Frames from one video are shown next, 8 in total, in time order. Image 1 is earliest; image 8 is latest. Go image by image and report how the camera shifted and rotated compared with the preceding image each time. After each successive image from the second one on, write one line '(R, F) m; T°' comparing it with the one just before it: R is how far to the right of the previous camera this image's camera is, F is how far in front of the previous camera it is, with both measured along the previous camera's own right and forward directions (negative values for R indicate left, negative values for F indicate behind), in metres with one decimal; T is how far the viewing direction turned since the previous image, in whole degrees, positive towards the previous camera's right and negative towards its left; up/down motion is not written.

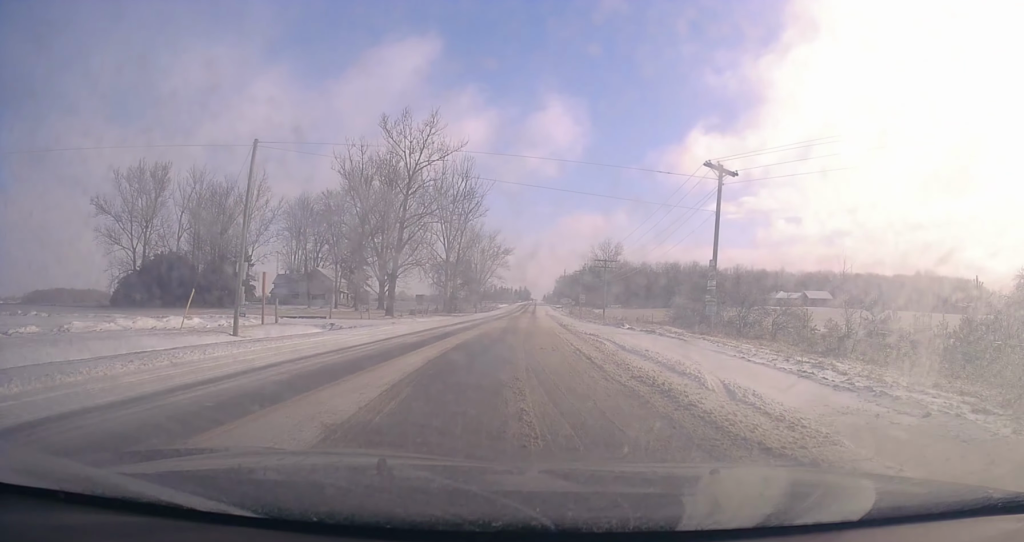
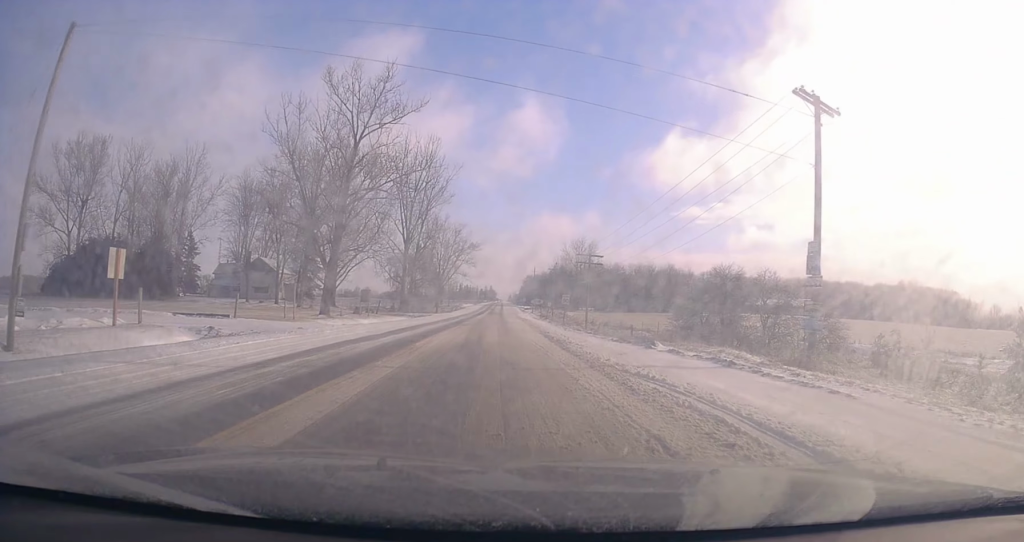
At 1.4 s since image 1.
(+0.7, +11.3) m; +2°
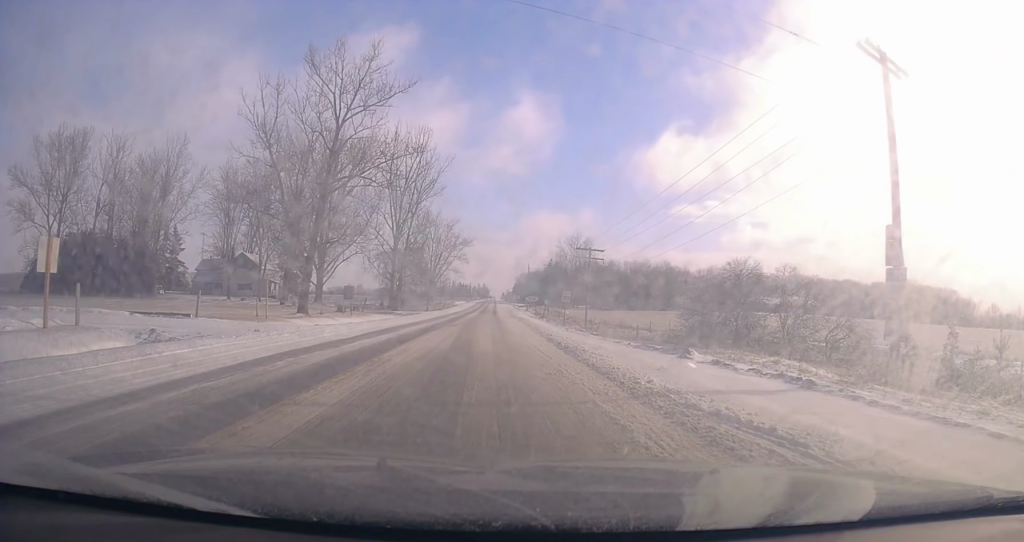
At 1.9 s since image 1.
(-0.2, +3.7) m; 0°
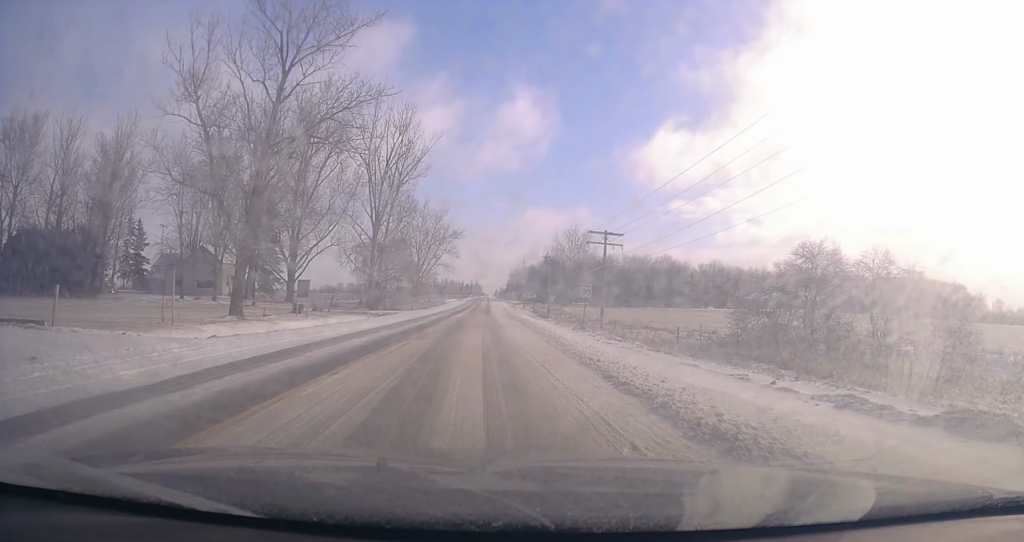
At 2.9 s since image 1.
(+0.5, +11.0) m; -1°
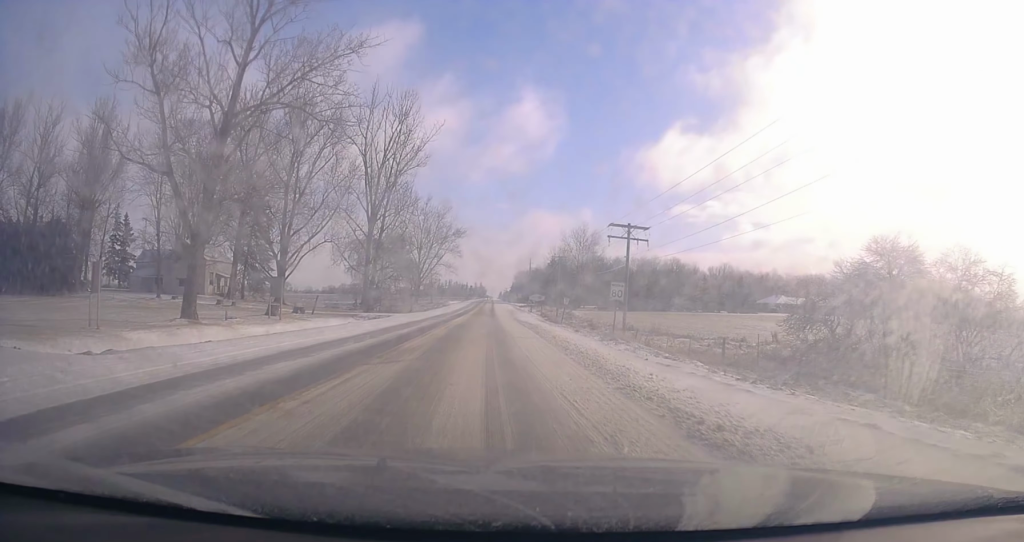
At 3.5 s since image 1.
(-0.4, +6.6) m; 0°
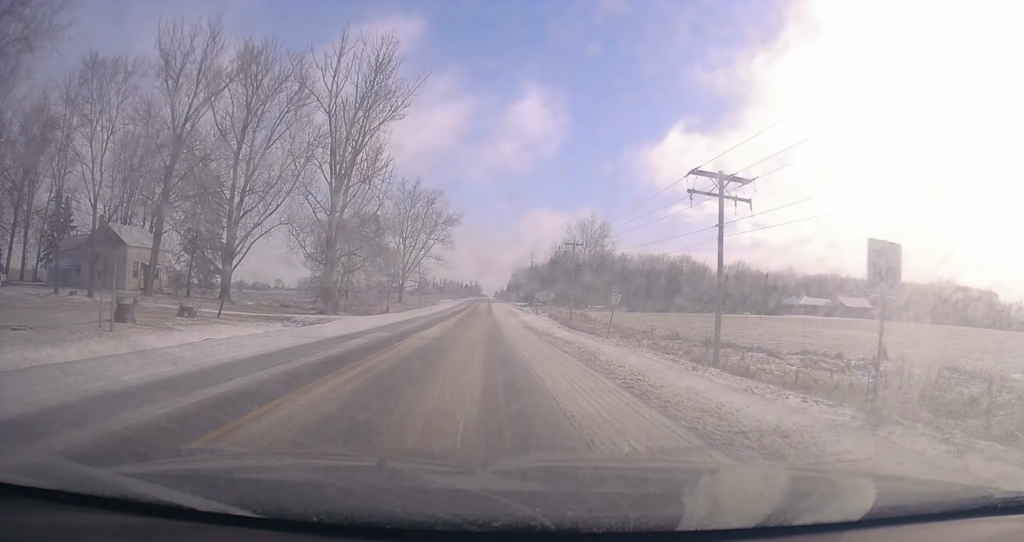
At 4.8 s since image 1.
(+0.6, +17.0) m; +1°
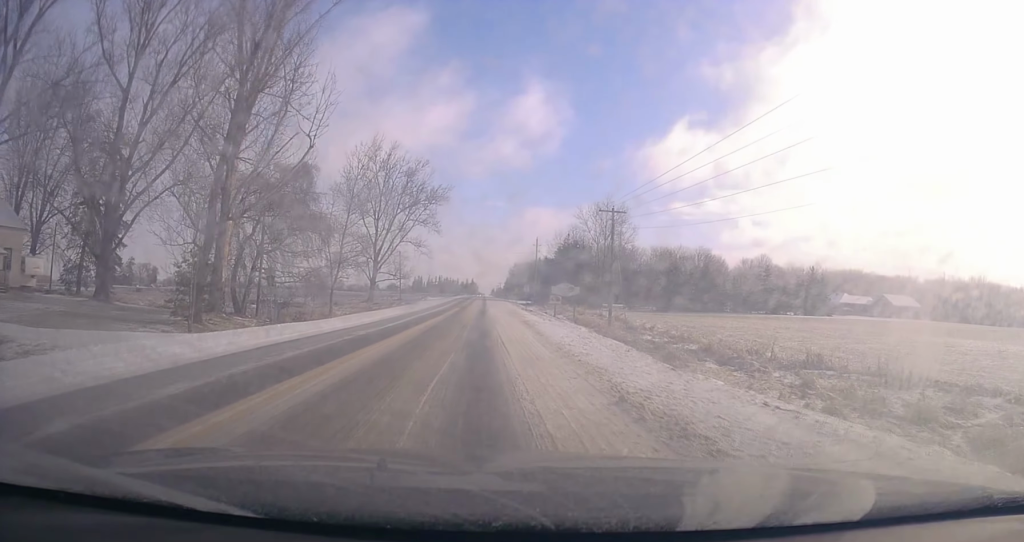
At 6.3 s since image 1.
(-0.5, +23.2) m; -1°
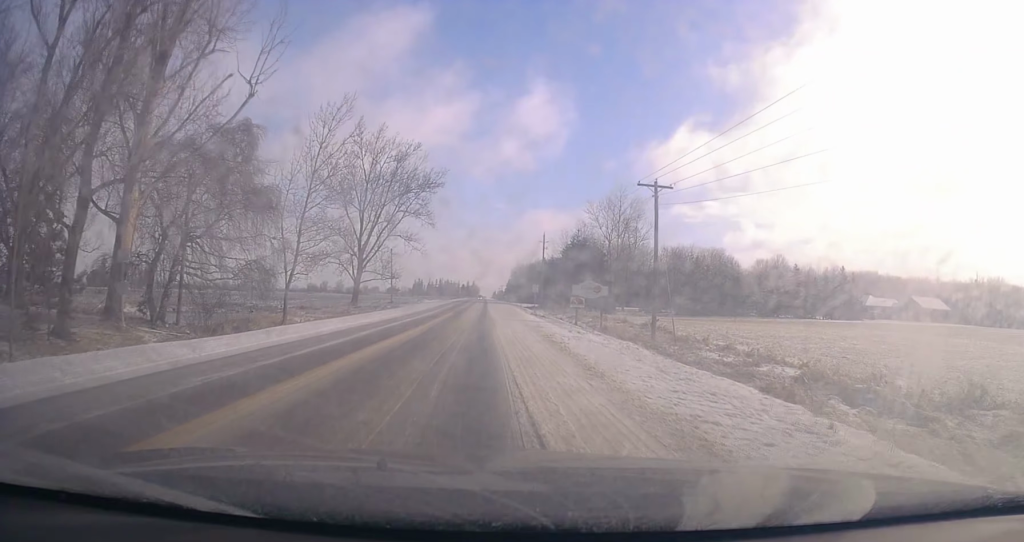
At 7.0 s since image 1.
(+0.1, +11.3) m; 0°
